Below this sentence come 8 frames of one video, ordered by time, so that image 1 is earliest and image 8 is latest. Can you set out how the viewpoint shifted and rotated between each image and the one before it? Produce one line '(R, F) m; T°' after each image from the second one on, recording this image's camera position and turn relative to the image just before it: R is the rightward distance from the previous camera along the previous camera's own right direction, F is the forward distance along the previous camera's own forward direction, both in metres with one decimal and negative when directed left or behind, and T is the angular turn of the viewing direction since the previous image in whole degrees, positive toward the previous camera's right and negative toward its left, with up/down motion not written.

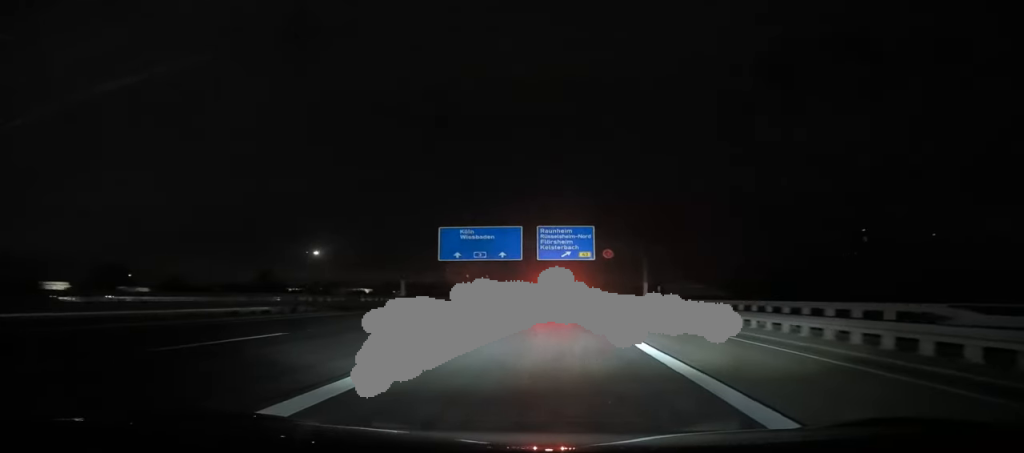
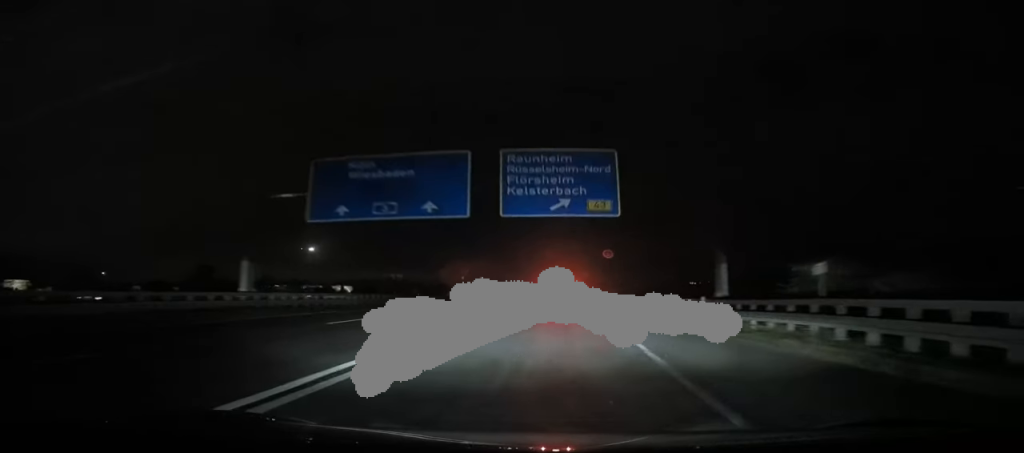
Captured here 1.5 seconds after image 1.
(+0.7, +25.3) m; +3°
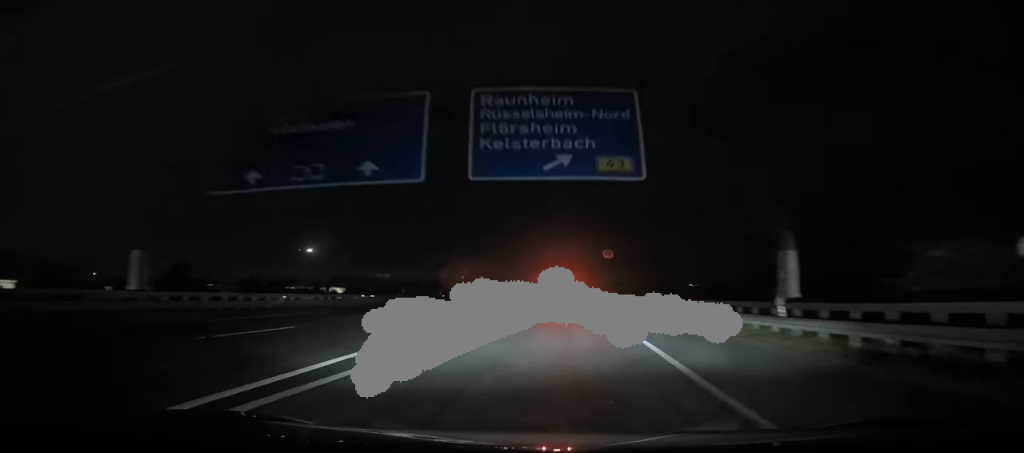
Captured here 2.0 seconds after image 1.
(0.0, +7.6) m; 0°
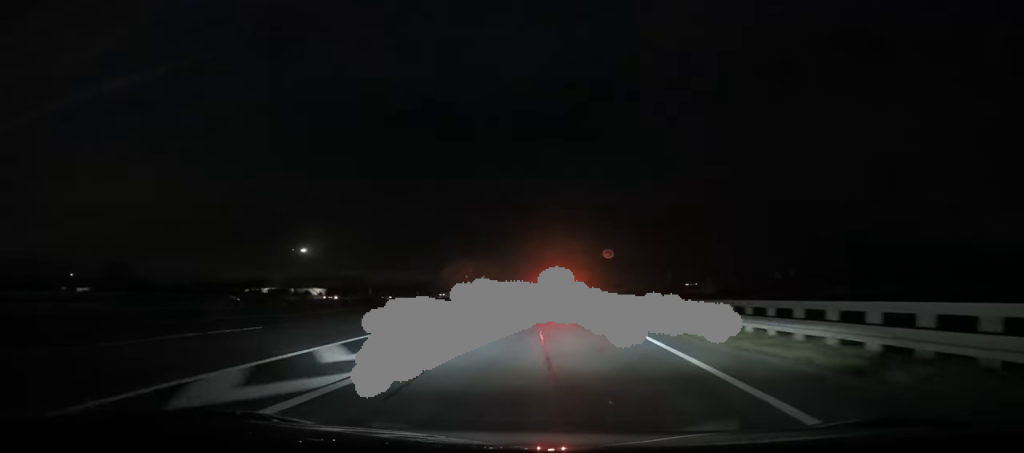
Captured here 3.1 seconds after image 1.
(0.0, +17.9) m; 0°
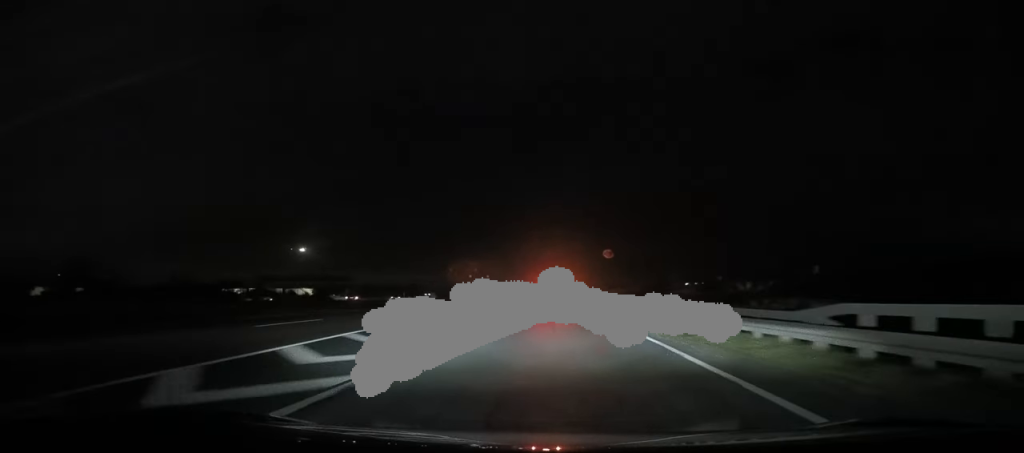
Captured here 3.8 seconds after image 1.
(0.0, +11.4) m; 0°
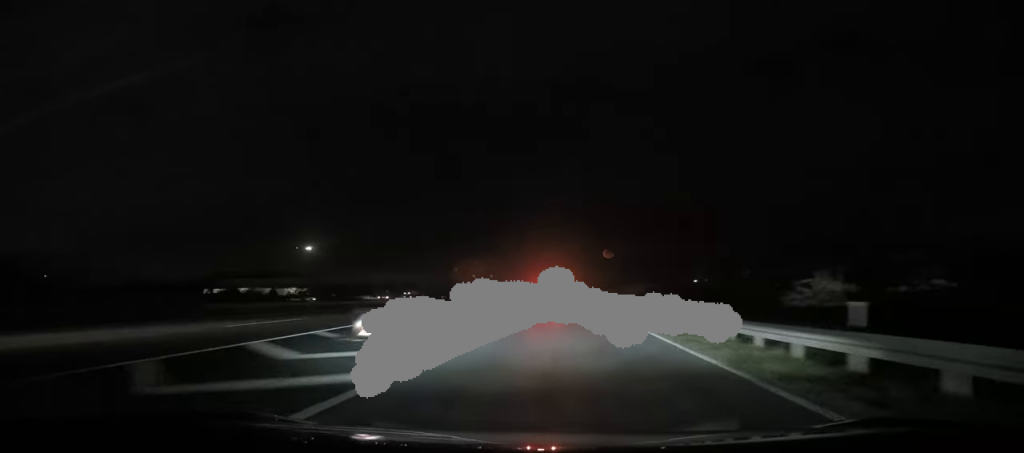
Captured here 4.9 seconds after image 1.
(0.0, +18.3) m; +1°
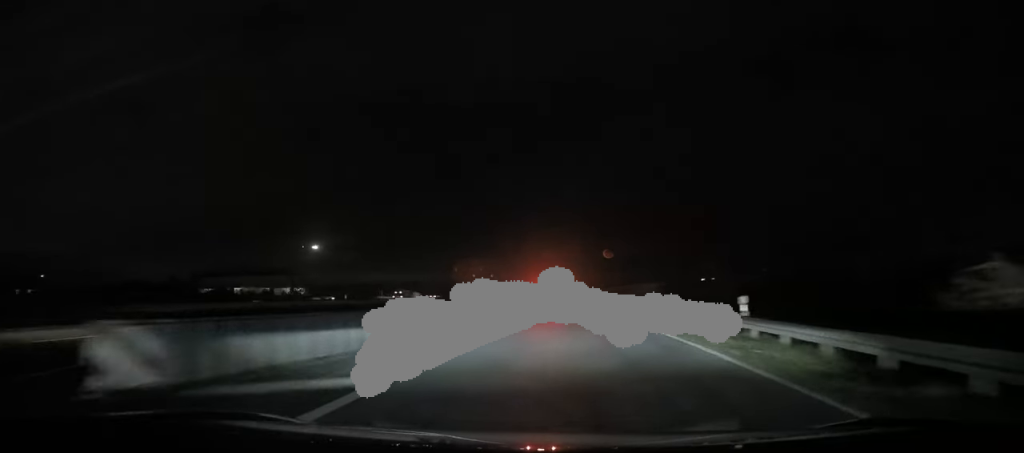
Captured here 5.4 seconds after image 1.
(+0.1, +8.0) m; 0°
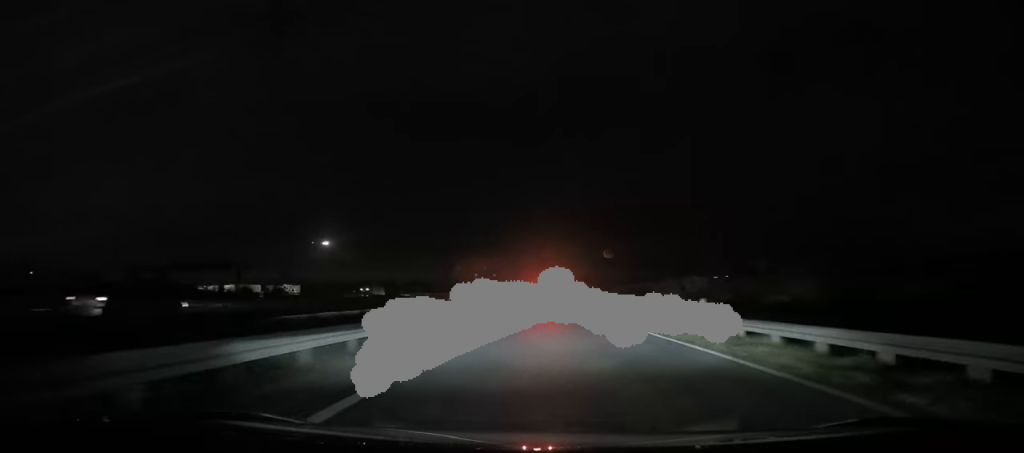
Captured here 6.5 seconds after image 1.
(0.0, +16.7) m; -1°
